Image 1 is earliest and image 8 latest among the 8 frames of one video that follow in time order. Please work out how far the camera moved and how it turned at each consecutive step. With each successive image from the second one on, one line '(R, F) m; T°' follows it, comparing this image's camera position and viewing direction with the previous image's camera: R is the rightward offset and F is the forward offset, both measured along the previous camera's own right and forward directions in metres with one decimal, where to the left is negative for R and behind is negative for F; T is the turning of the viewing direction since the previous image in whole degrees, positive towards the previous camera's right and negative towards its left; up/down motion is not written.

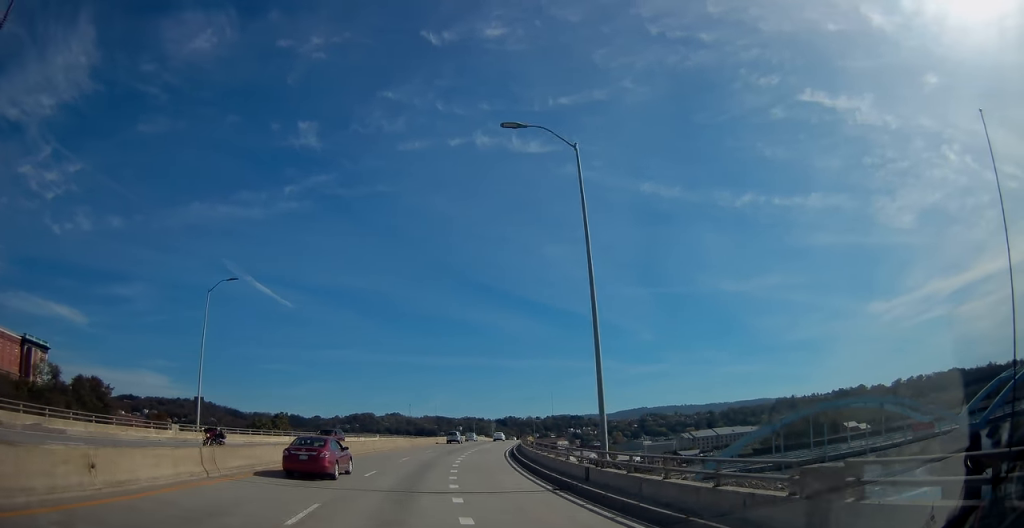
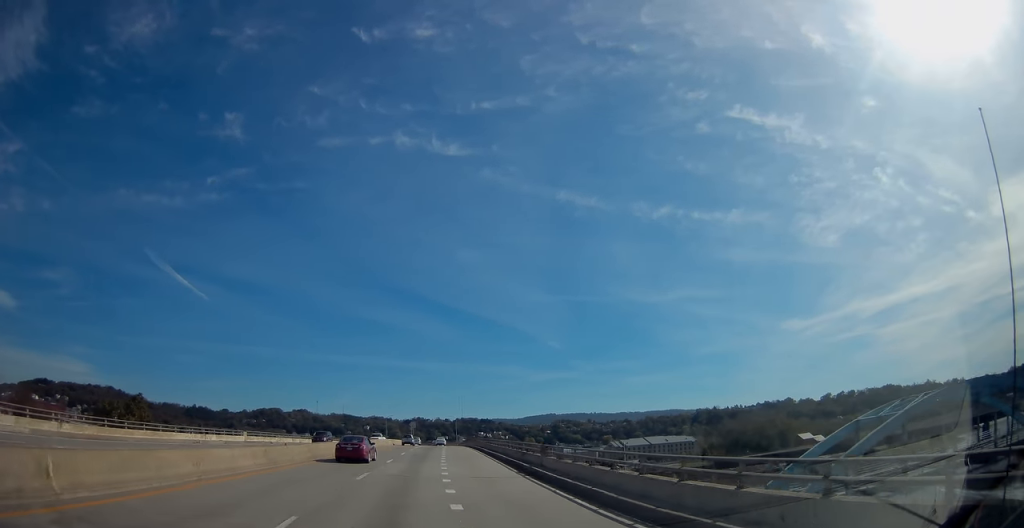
(+3.4, +37.6) m; +9°
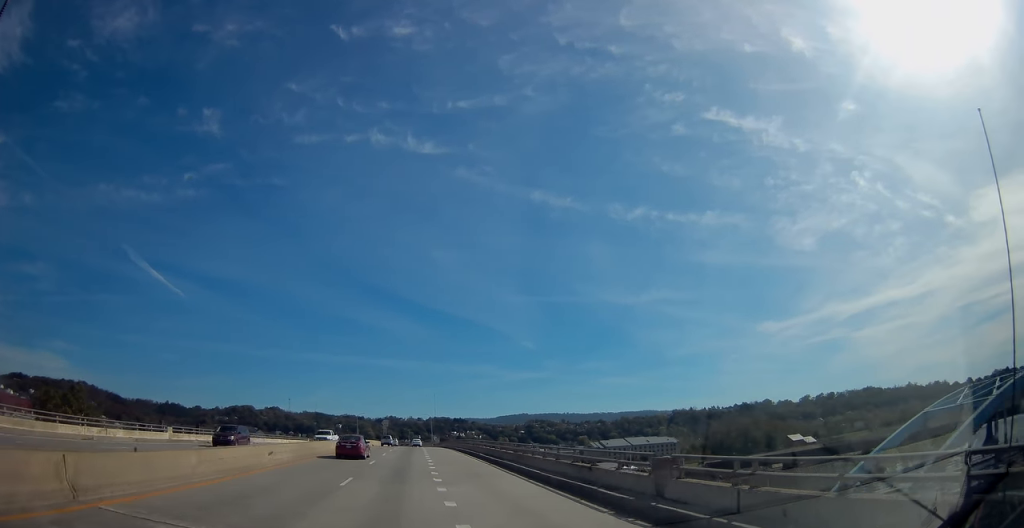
(+0.2, +14.4) m; +2°
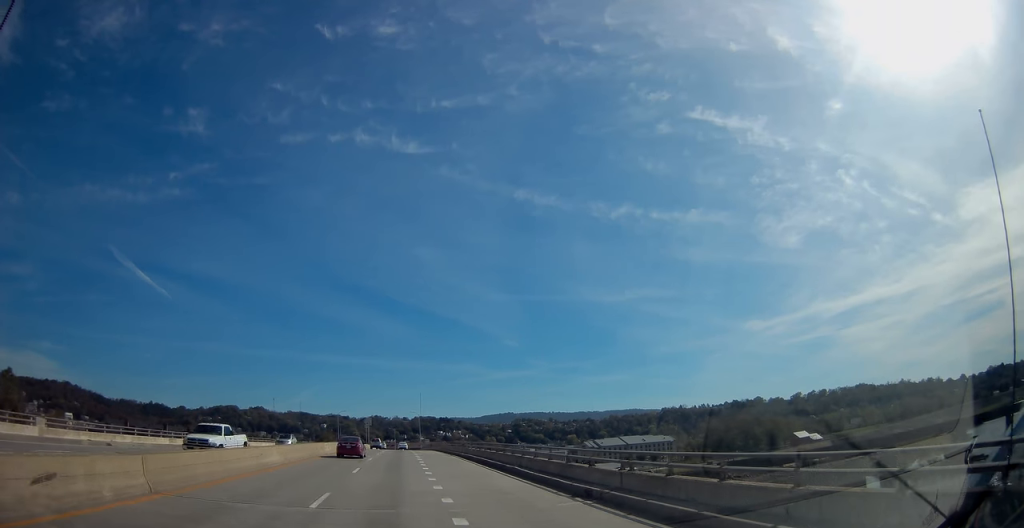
(+0.4, +17.2) m; +2°
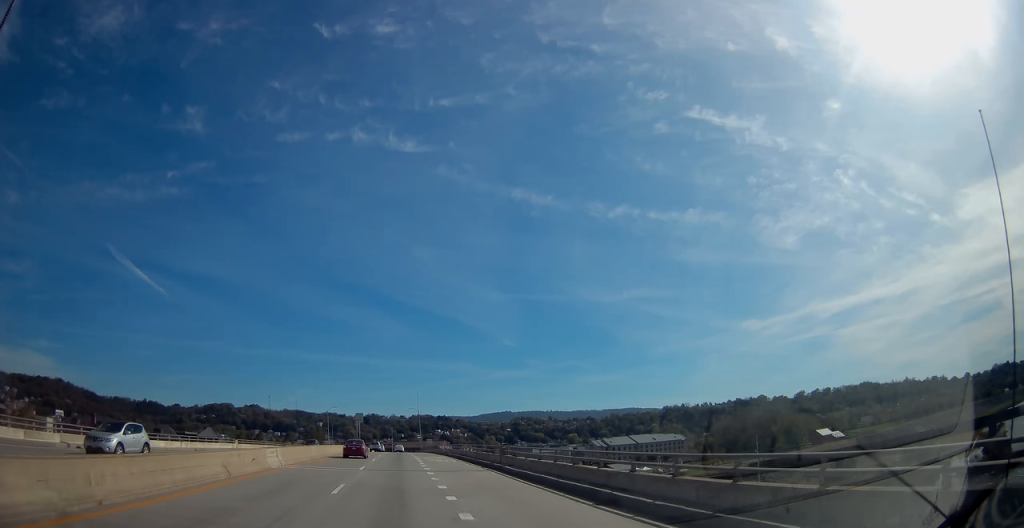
(+0.2, +20.7) m; +1°
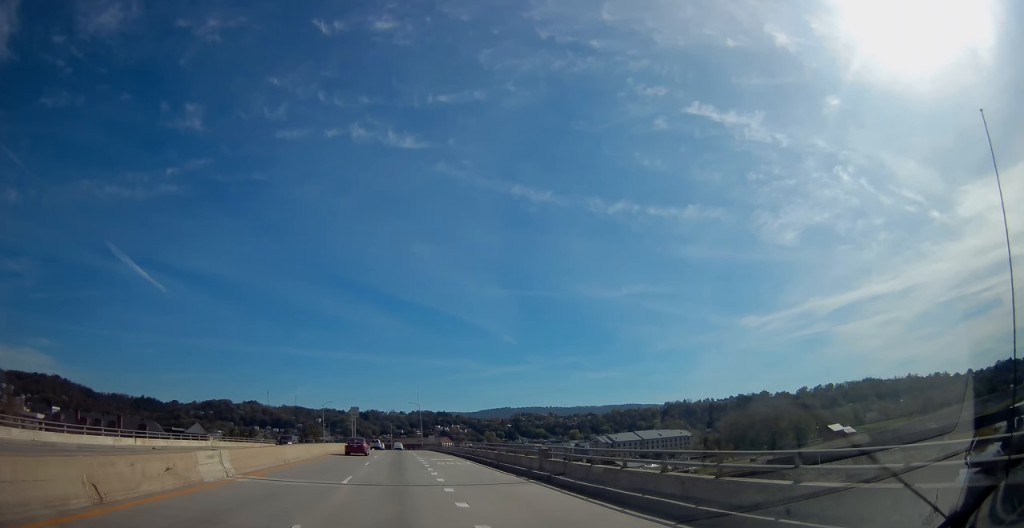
(0.0, +9.4) m; 0°
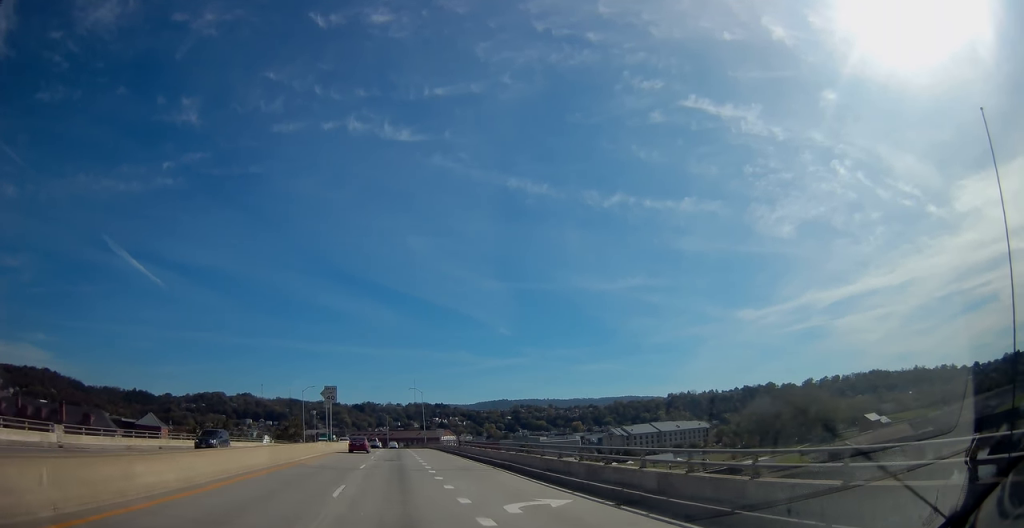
(+0.2, +28.7) m; 0°
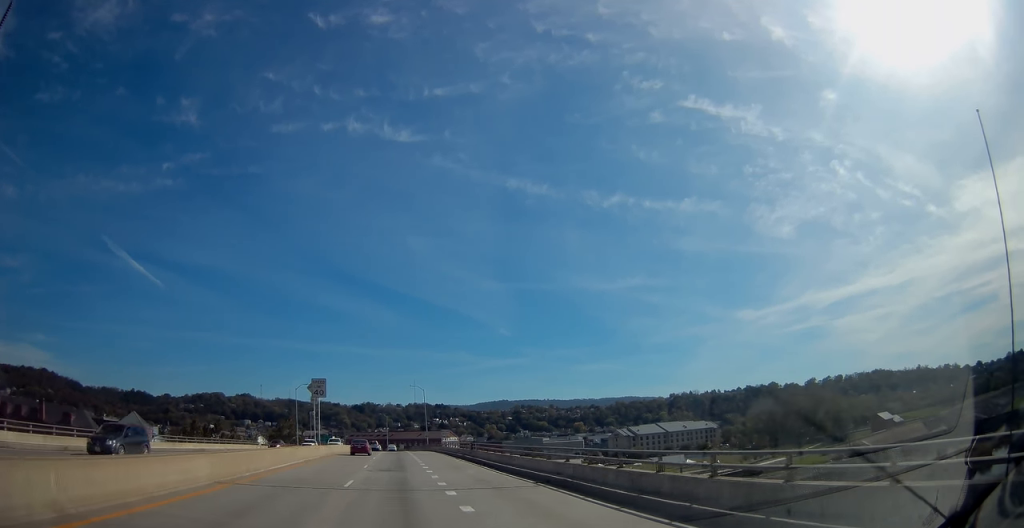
(0.0, +8.6) m; 0°
